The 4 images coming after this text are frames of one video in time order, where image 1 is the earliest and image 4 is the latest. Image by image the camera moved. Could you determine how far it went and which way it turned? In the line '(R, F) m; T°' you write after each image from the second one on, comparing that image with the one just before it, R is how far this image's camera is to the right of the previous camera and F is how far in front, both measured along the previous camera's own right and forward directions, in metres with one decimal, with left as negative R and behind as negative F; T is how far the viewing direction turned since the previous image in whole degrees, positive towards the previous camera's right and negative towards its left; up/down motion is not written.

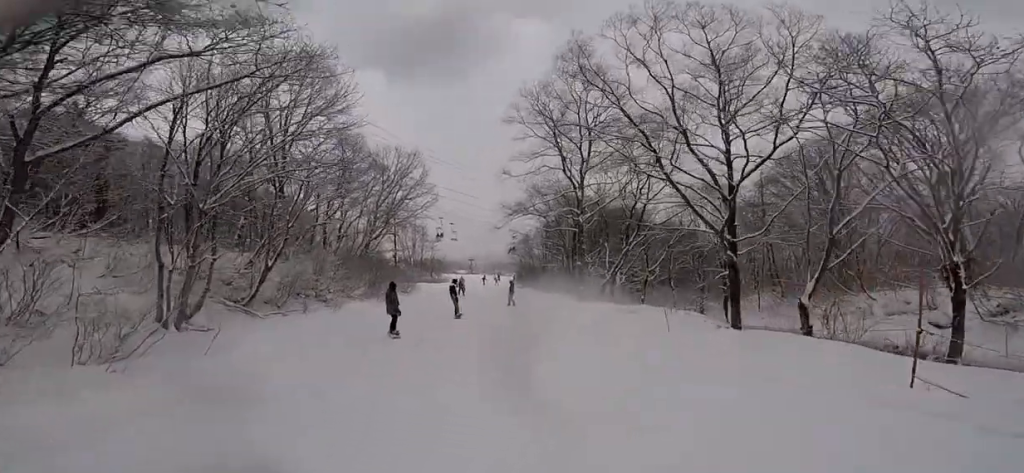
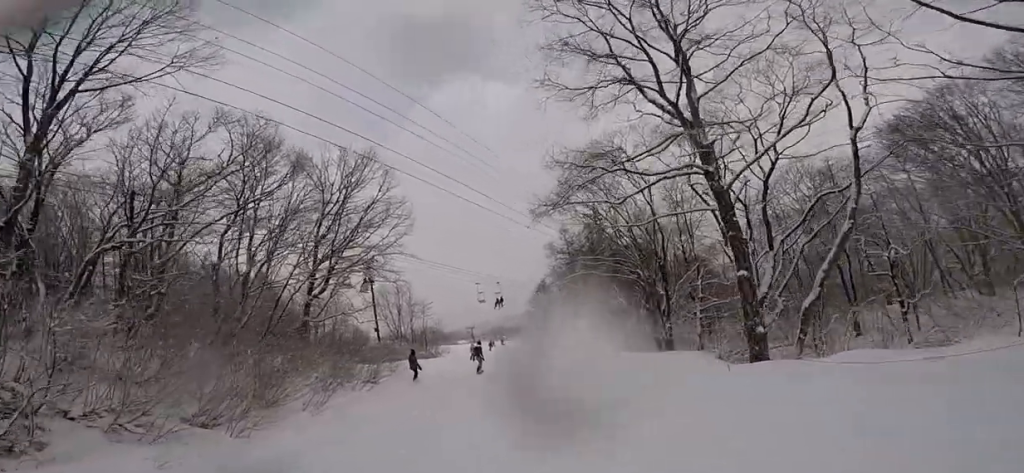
(-2.0, +13.9) m; -16°
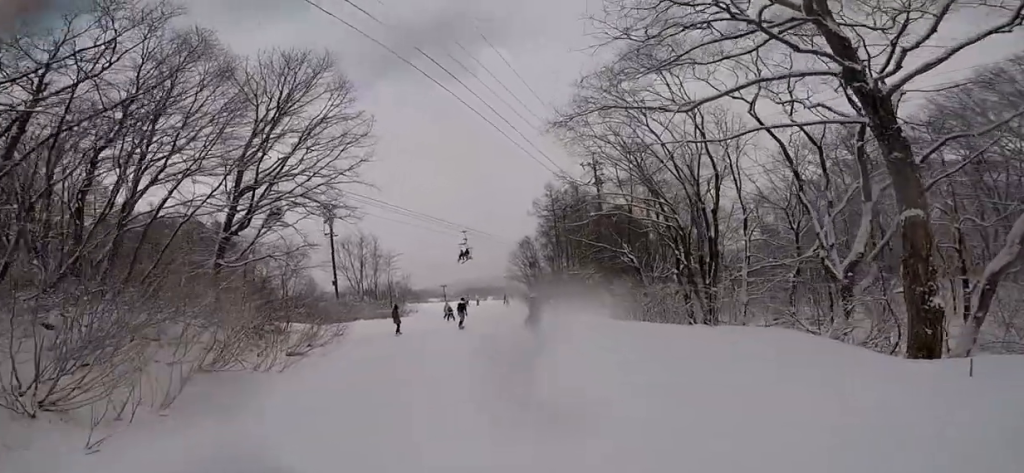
(0.0, +5.3) m; 0°
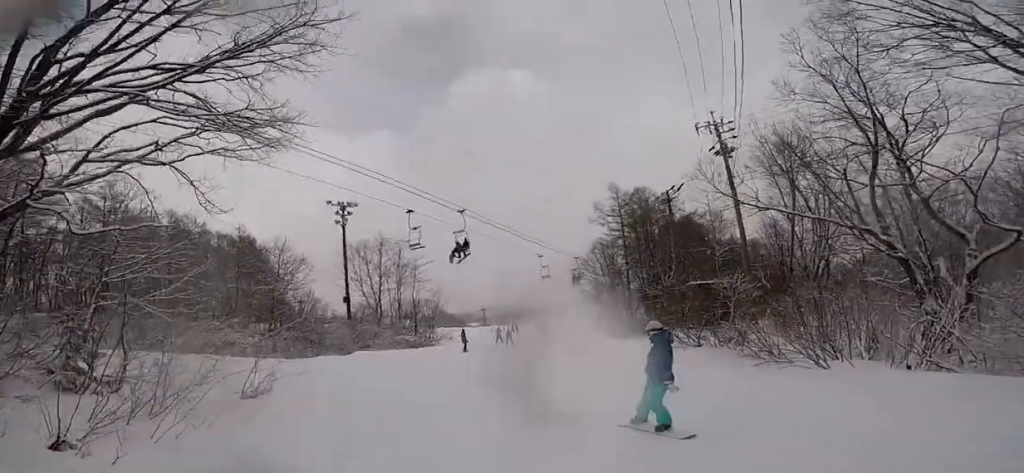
(0.0, +11.4) m; 0°
